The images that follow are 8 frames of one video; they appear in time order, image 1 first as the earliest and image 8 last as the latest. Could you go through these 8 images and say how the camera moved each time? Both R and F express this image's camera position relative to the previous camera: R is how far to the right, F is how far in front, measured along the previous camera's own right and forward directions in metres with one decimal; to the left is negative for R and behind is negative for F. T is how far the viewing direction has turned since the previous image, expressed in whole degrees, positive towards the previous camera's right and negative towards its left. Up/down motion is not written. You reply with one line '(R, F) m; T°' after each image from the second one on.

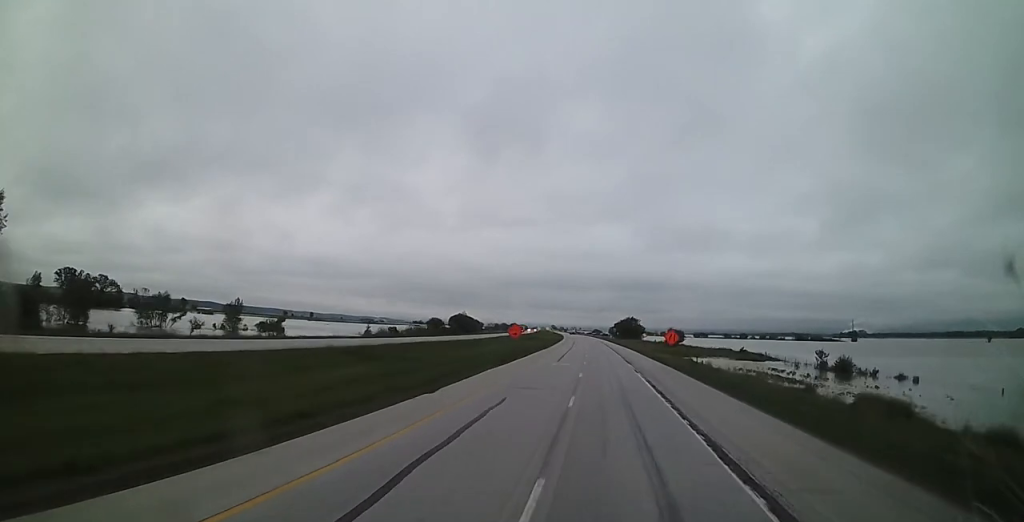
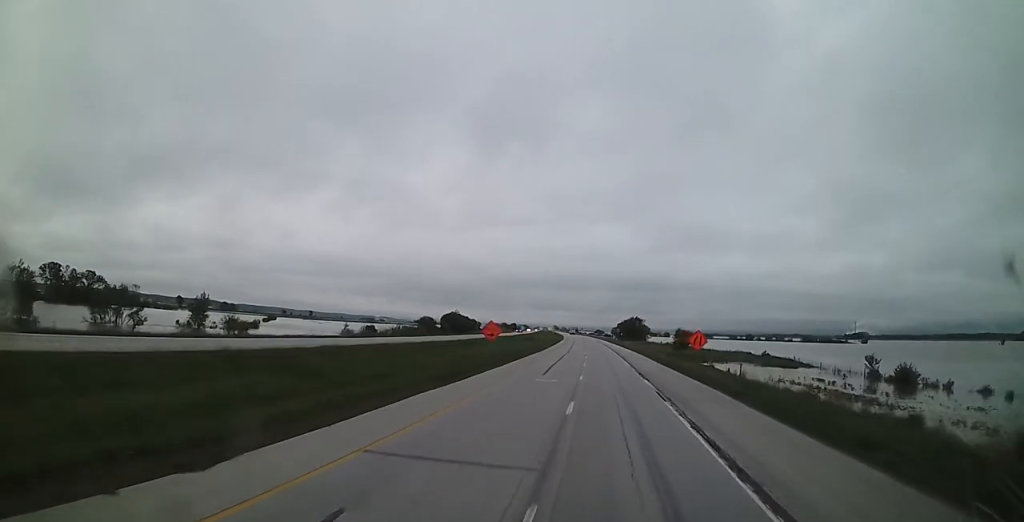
(0.0, +13.8) m; -1°
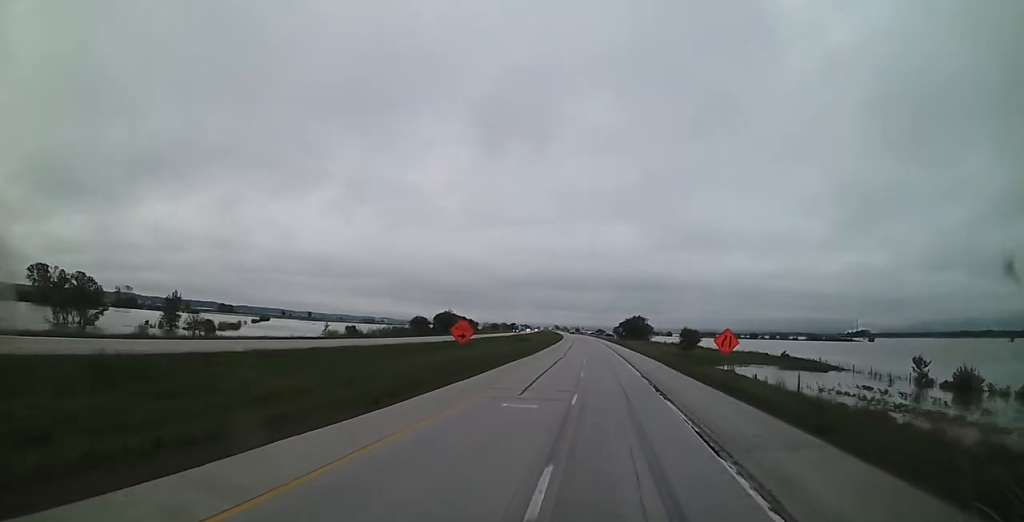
(-0.1, +9.7) m; -1°
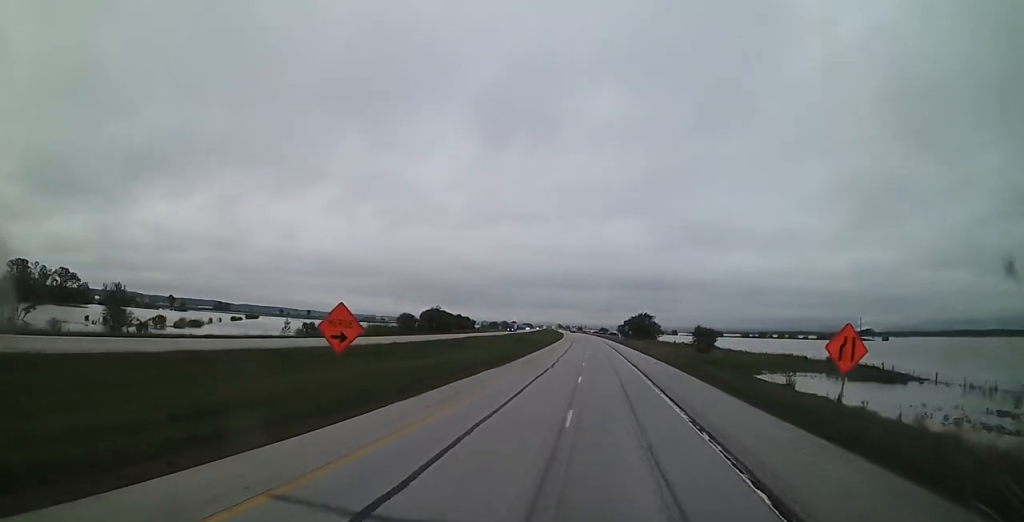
(-0.1, +17.0) m; -1°
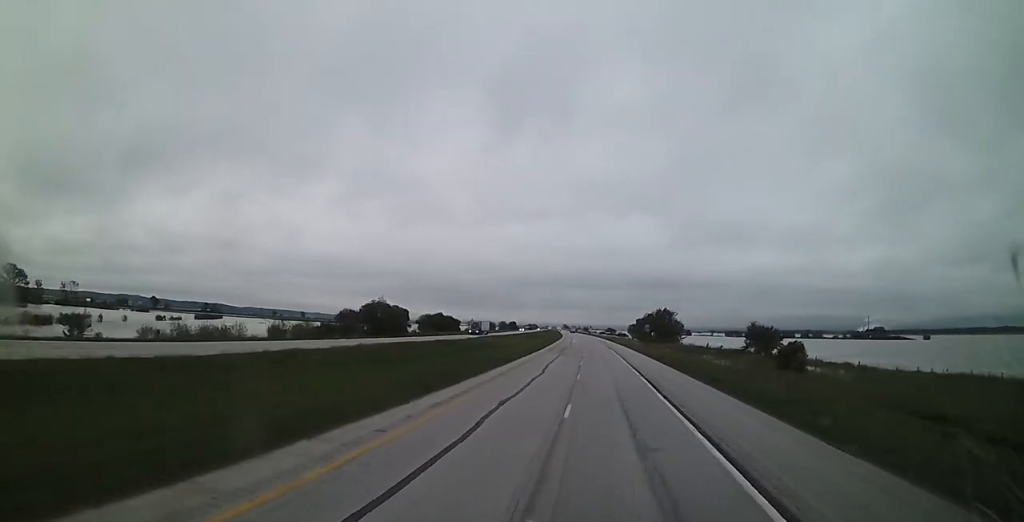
(+0.2, +46.9) m; +1°
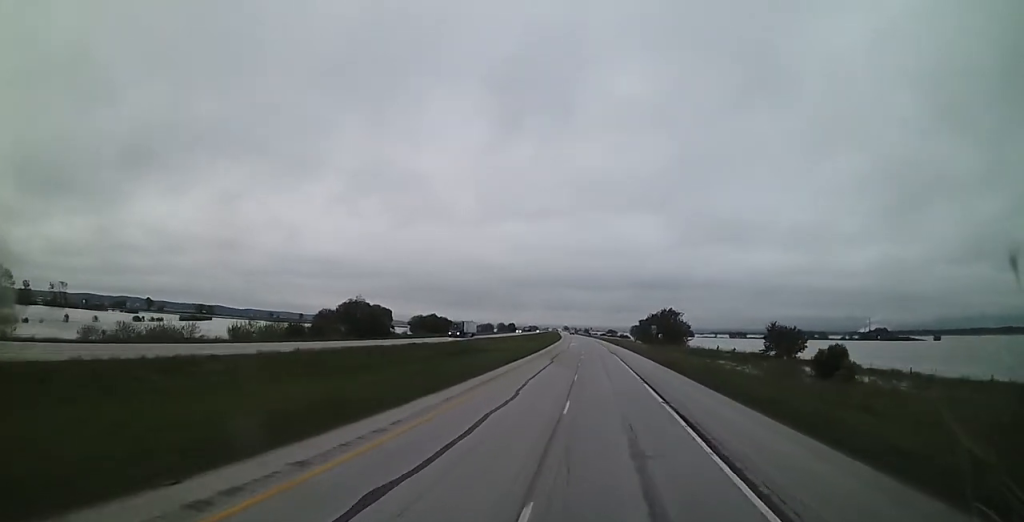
(0.0, +11.4) m; 0°
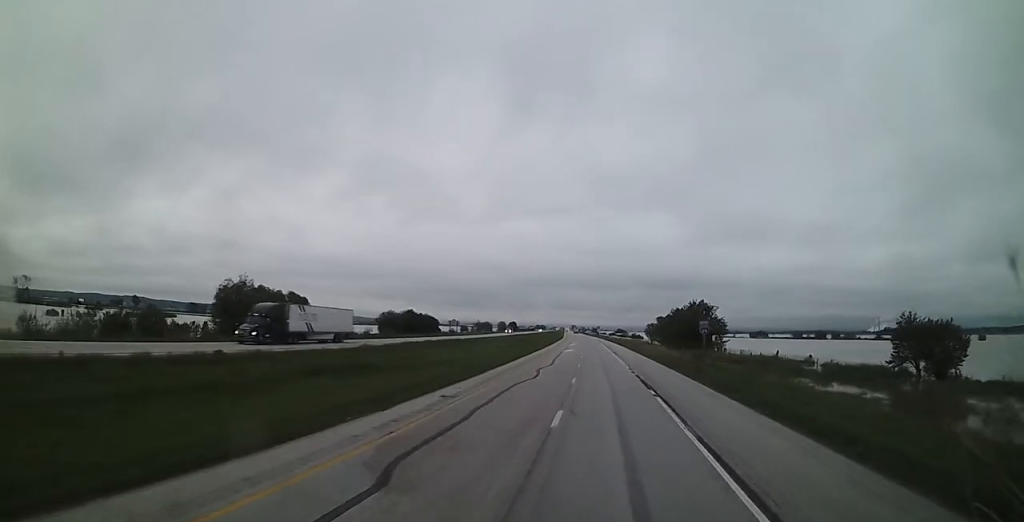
(-0.2, +39.2) m; -1°
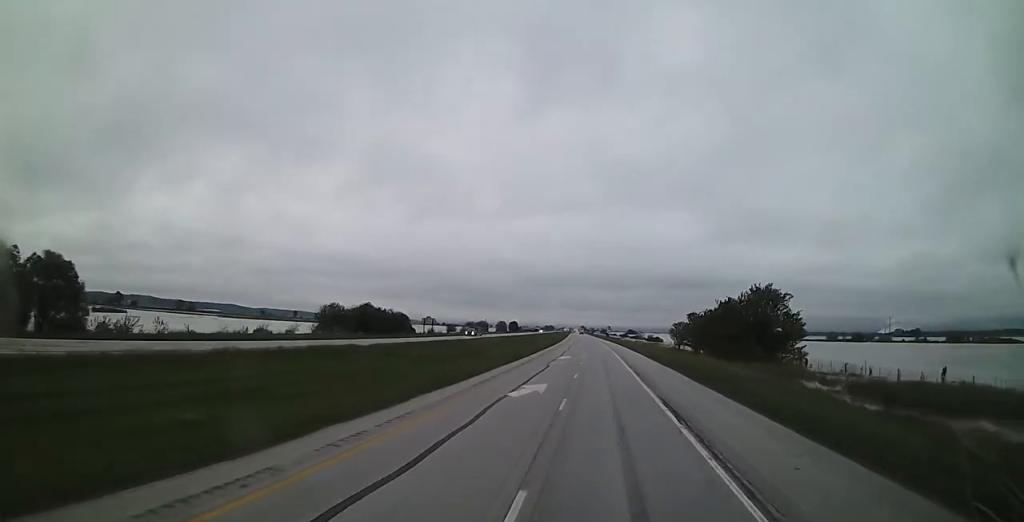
(-0.4, +45.5) m; -1°
